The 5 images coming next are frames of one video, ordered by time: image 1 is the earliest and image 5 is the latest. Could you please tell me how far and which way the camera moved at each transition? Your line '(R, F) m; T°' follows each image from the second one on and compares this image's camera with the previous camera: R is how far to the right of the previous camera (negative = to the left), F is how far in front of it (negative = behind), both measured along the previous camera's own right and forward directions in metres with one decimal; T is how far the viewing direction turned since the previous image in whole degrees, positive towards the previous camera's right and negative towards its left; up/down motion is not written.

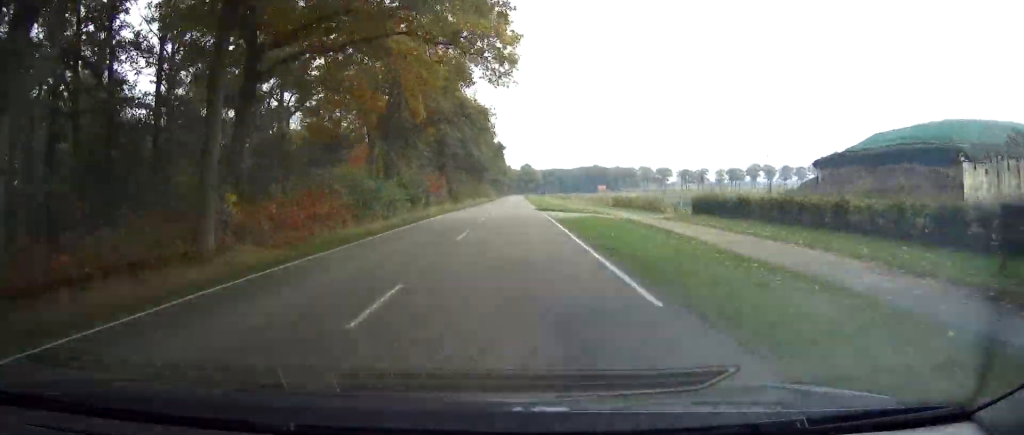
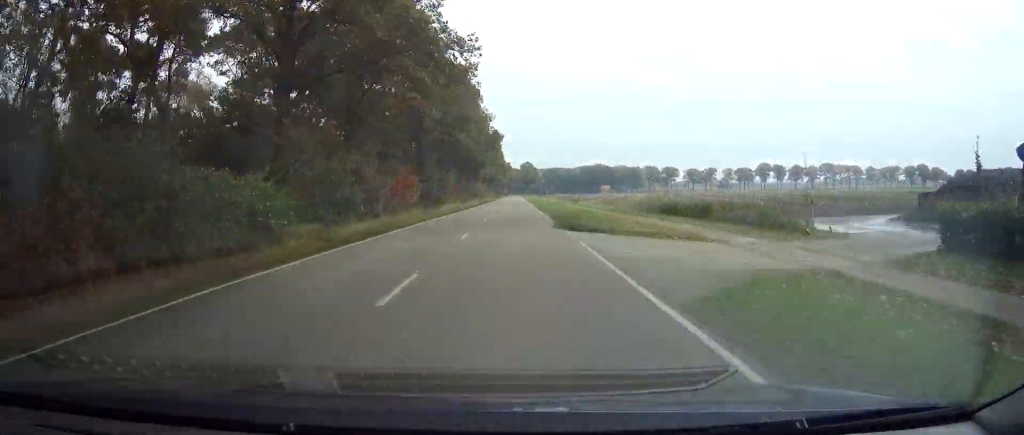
(0.0, +23.7) m; 0°
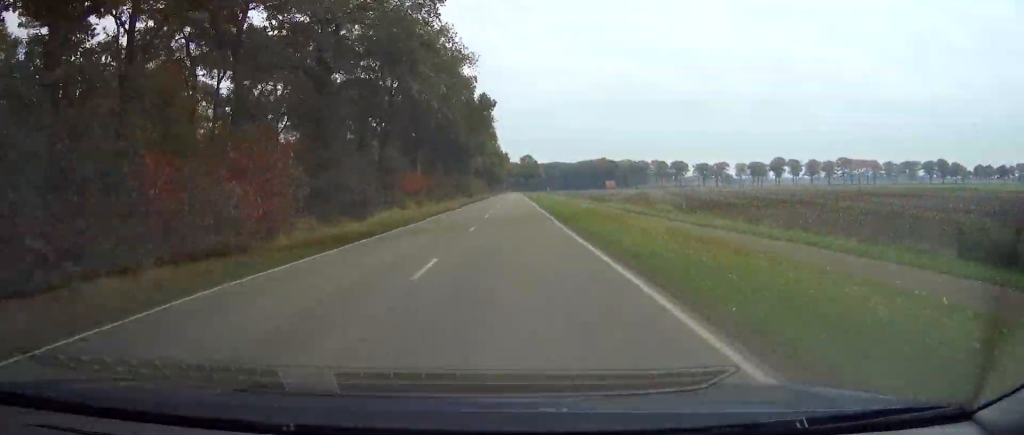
(-0.1, +34.6) m; 0°
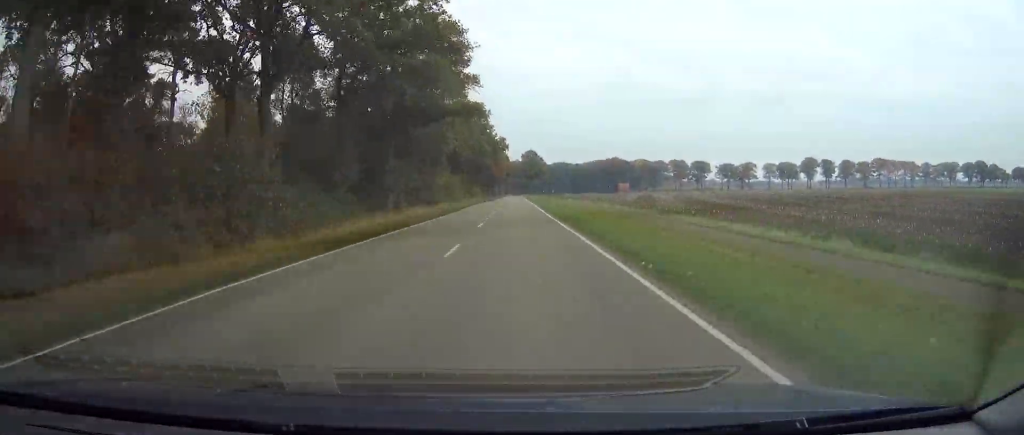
(+0.3, +57.8) m; 0°
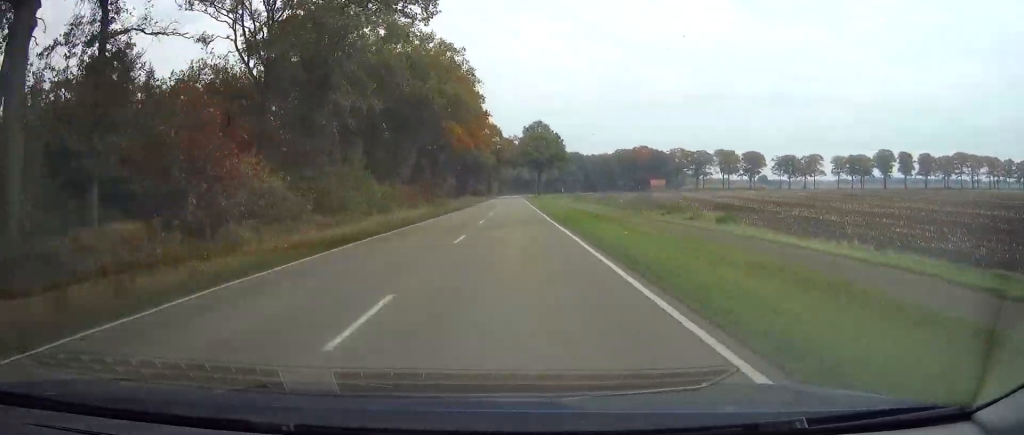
(-1.3, +105.1) m; -1°
